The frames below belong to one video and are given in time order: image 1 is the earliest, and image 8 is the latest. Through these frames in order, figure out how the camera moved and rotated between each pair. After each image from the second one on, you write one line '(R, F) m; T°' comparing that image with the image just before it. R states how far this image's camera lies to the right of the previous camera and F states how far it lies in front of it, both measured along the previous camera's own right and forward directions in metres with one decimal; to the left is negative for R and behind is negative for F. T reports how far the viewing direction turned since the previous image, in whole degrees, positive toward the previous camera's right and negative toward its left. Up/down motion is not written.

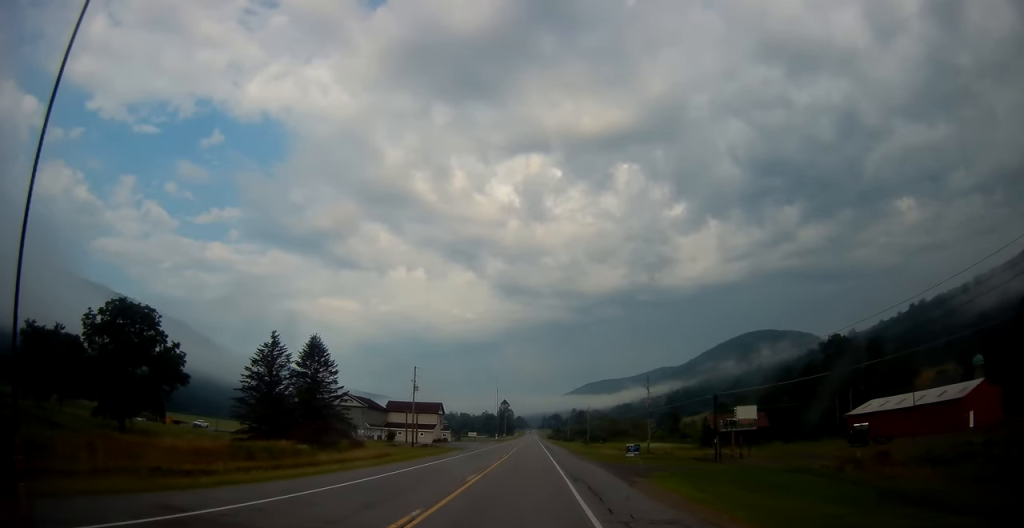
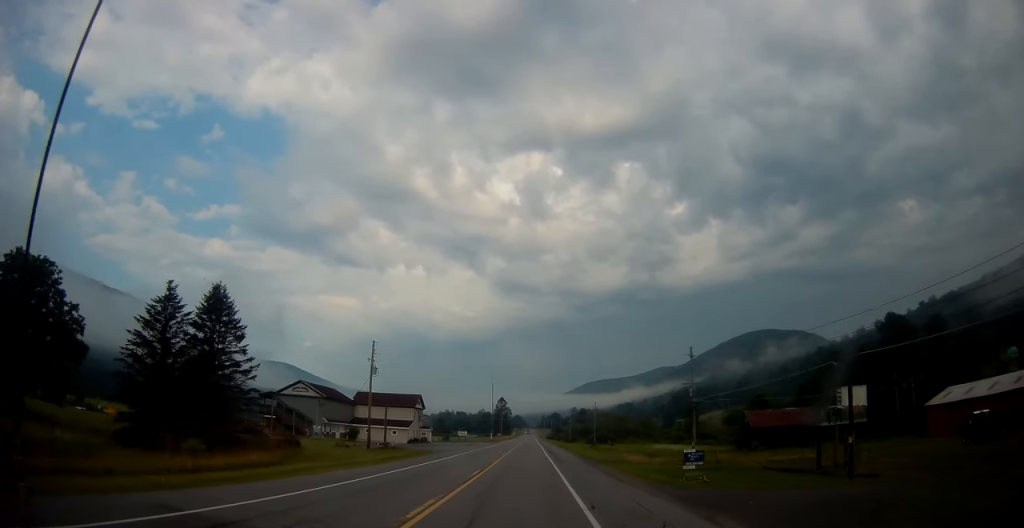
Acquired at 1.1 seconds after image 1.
(0.0, +22.5) m; 0°
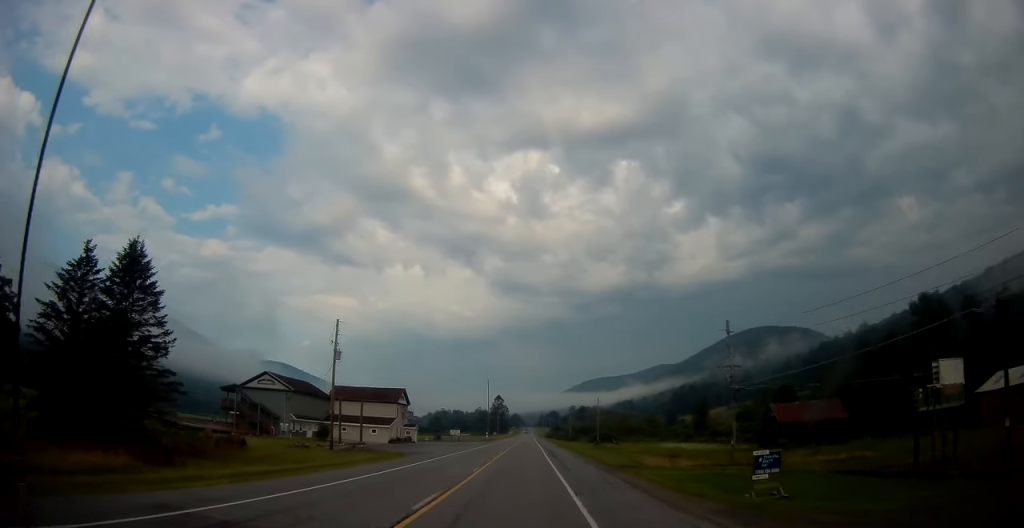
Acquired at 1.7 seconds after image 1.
(+0.1, +11.8) m; -1°
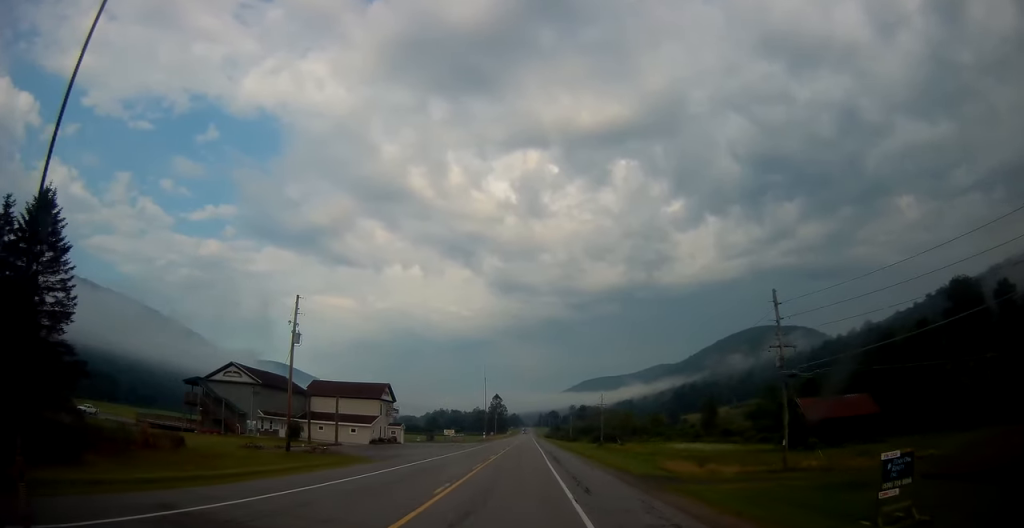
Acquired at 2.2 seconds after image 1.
(-0.2, +9.6) m; 0°
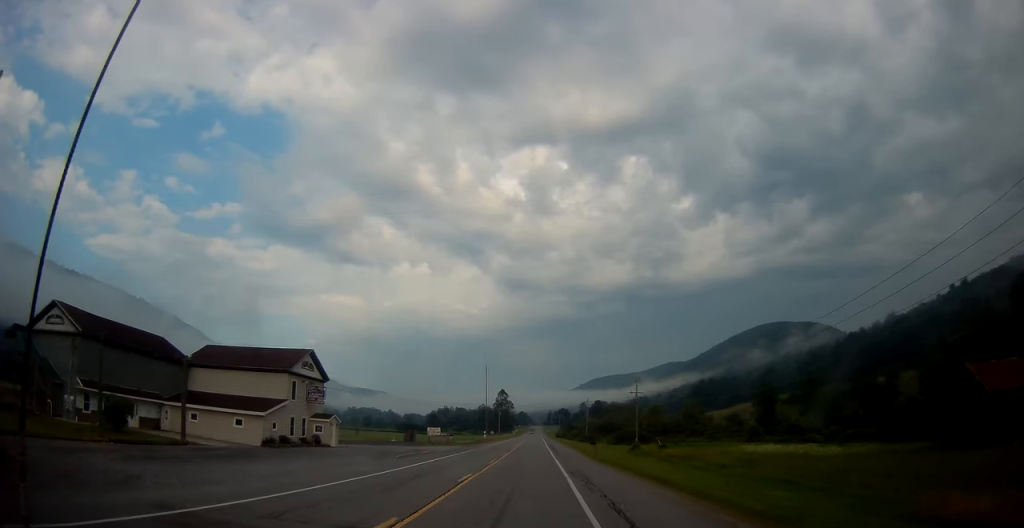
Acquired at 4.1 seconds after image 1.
(+0.1, +35.5) m; 0°
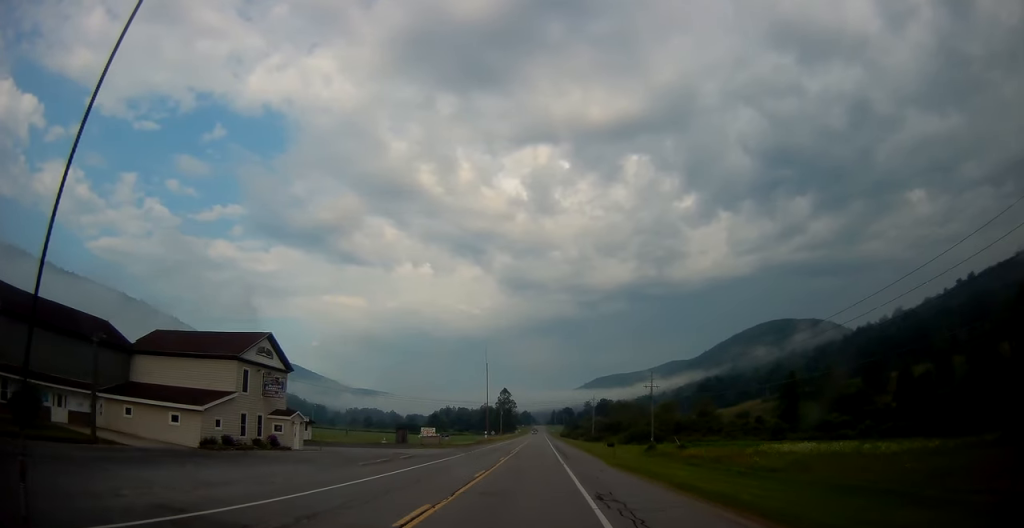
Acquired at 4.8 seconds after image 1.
(-0.2, +11.1) m; 0°
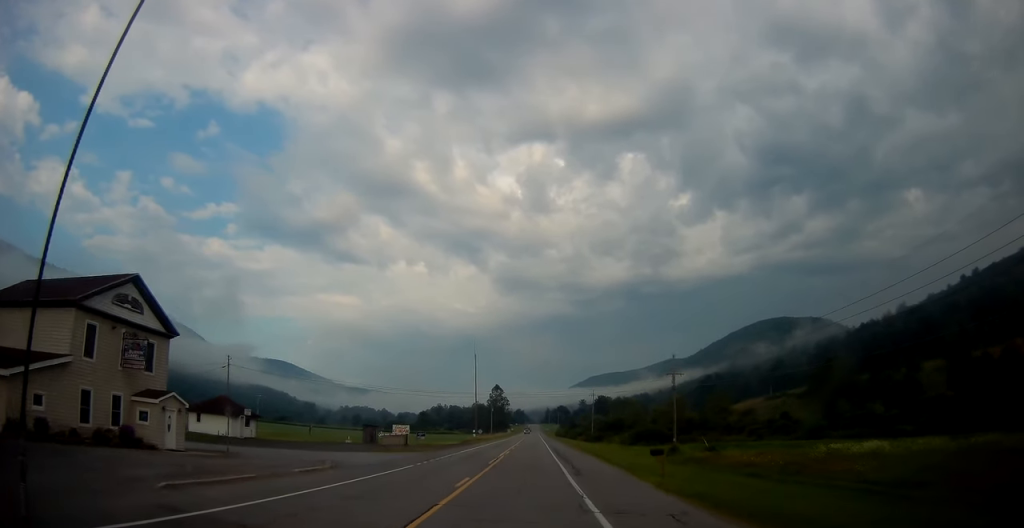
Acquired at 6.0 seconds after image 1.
(+0.4, +18.7) m; 0°
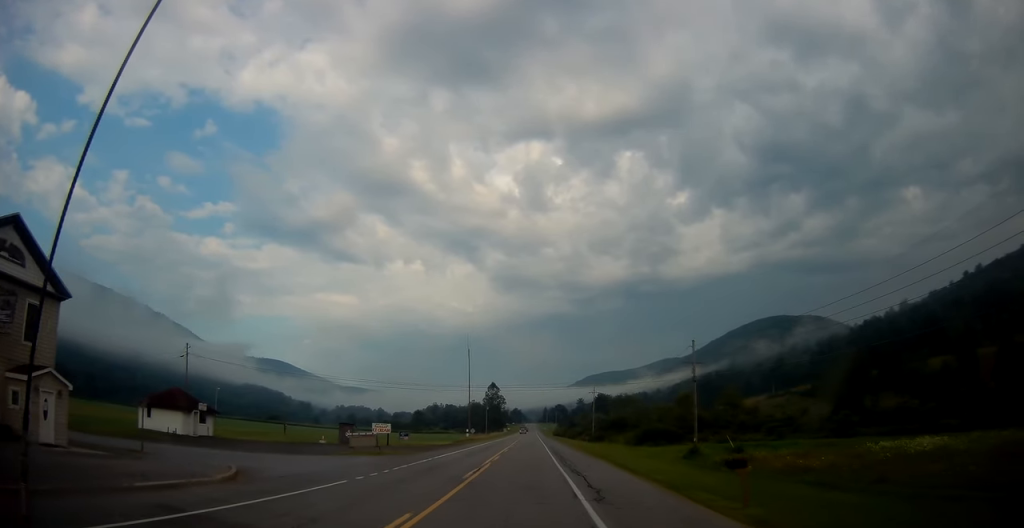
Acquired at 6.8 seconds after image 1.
(-0.2, +11.3) m; -1°
